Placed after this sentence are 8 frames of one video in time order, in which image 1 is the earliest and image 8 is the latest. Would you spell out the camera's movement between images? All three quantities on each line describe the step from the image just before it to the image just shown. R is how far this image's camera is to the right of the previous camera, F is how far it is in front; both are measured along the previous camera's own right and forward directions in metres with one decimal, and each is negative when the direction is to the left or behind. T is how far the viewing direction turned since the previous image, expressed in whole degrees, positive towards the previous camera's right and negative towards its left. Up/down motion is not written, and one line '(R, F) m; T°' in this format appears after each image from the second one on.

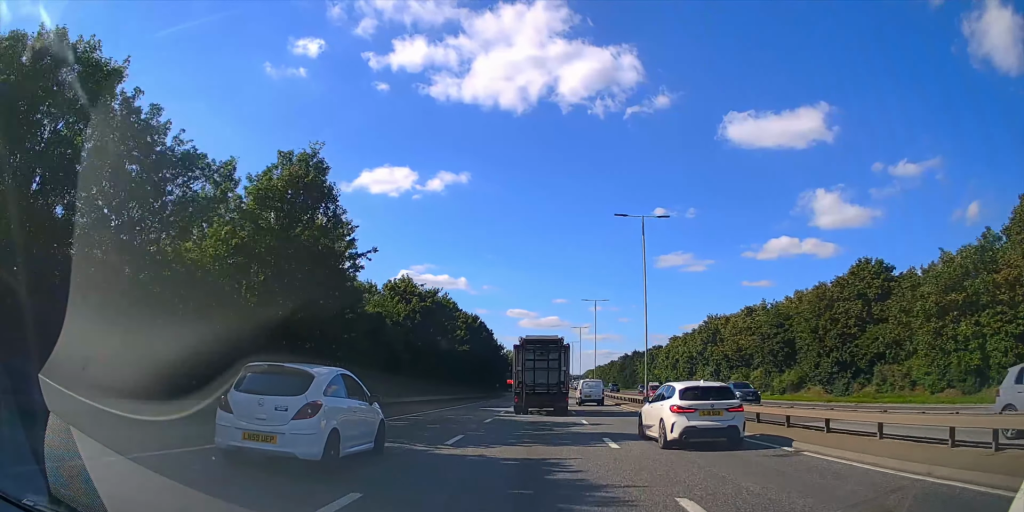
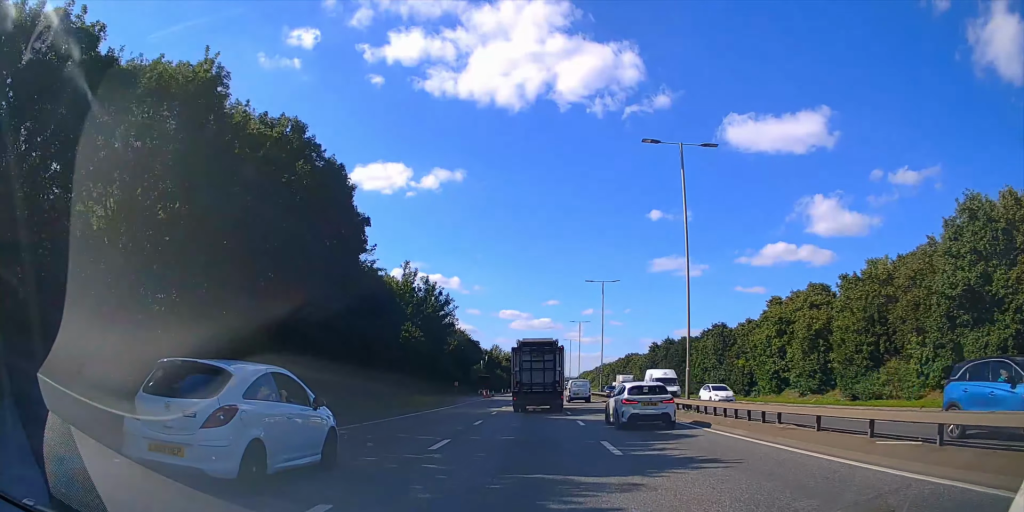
(+1.3, +53.9) m; +2°
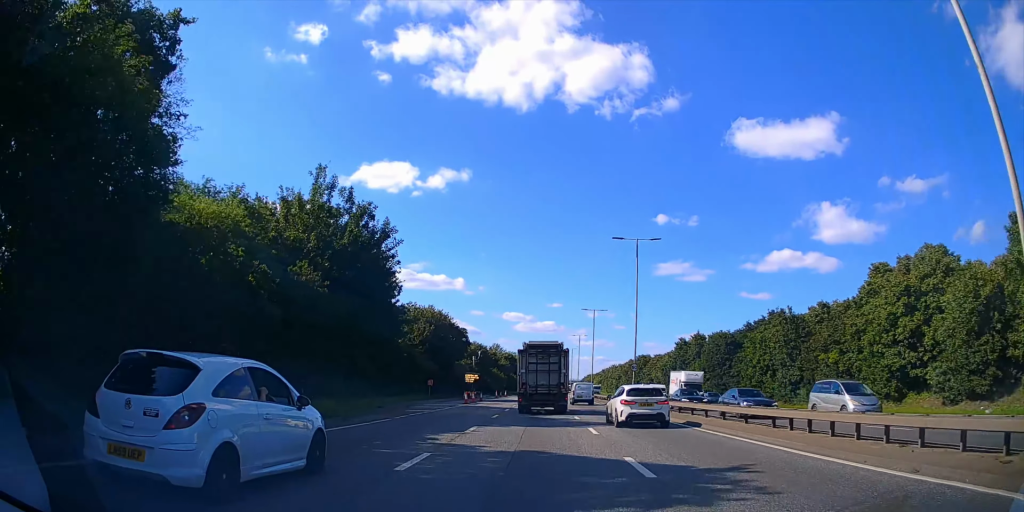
(-0.1, +20.5) m; 0°
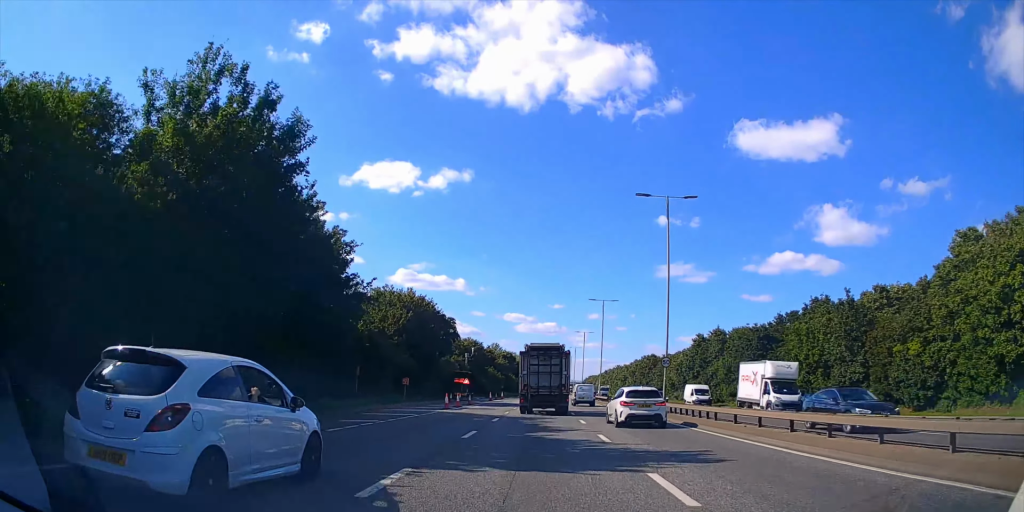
(0.0, +11.8) m; 0°
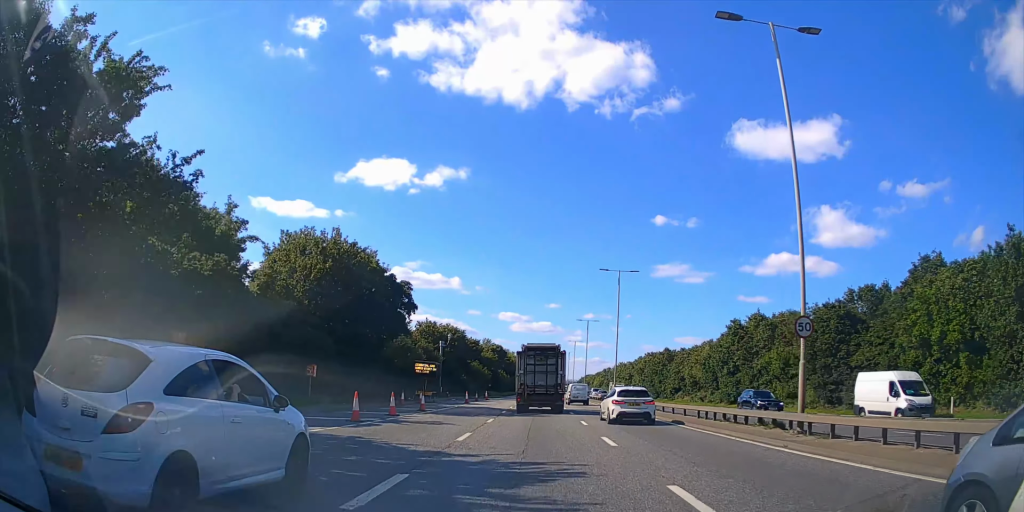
(0.0, +20.4) m; 0°
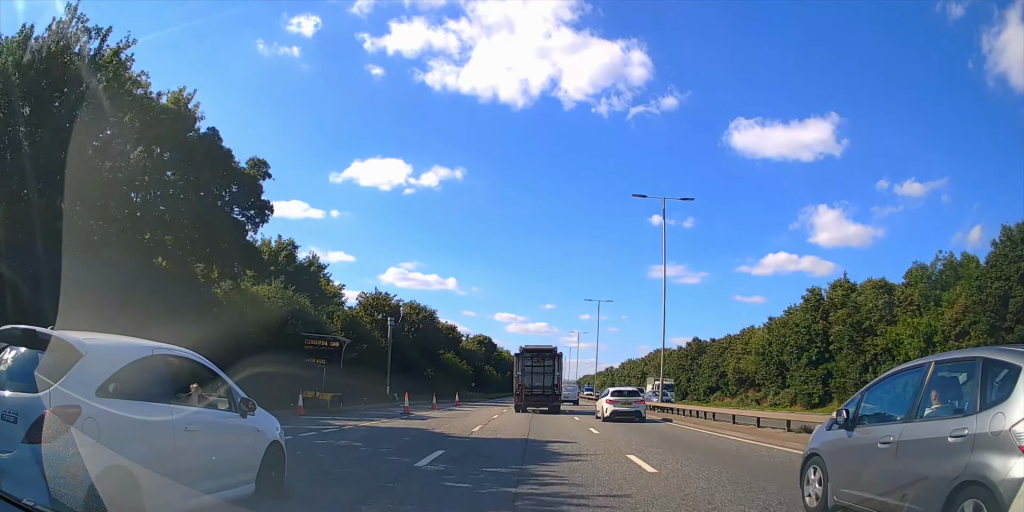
(+0.1, +20.8) m; +1°
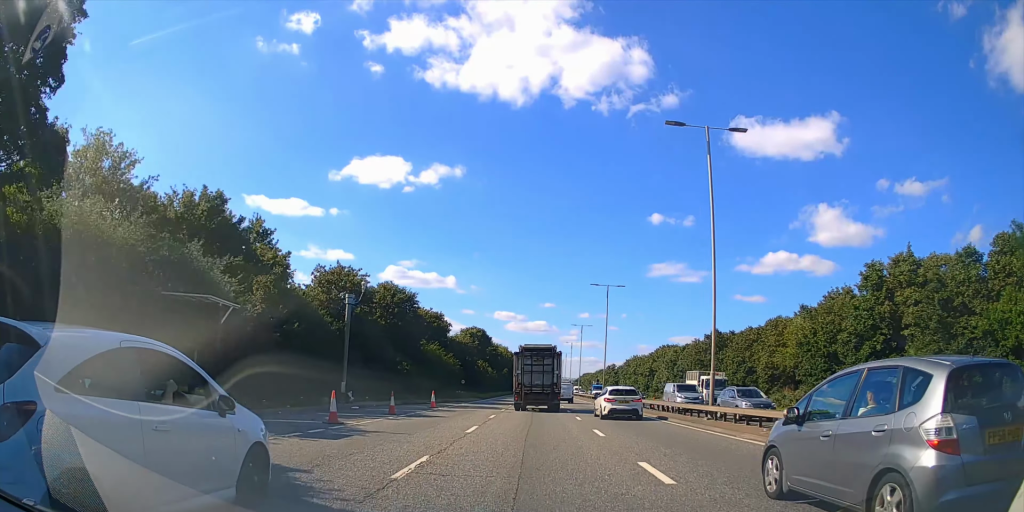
(+0.1, +9.7) m; 0°
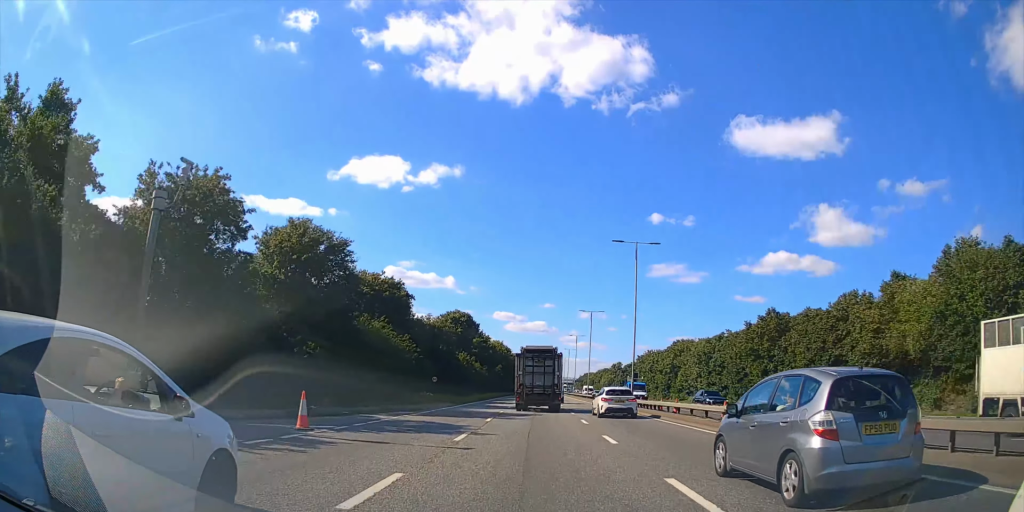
(+0.1, +19.7) m; 0°
